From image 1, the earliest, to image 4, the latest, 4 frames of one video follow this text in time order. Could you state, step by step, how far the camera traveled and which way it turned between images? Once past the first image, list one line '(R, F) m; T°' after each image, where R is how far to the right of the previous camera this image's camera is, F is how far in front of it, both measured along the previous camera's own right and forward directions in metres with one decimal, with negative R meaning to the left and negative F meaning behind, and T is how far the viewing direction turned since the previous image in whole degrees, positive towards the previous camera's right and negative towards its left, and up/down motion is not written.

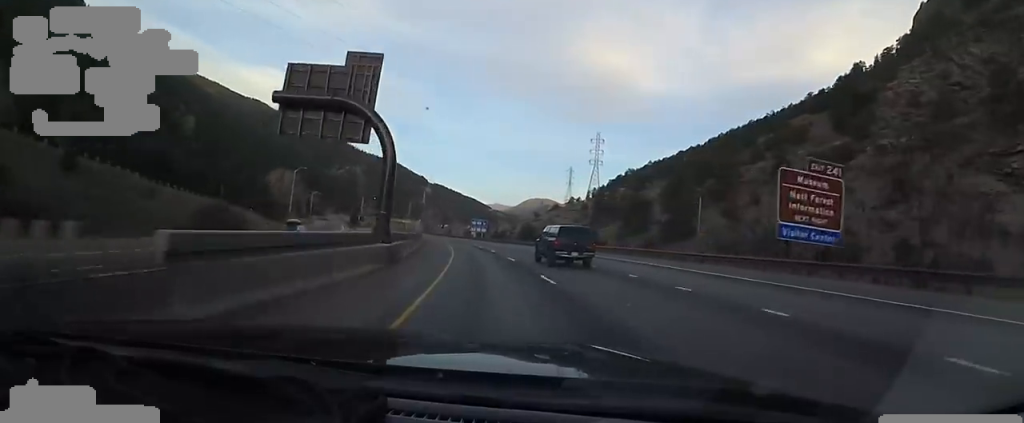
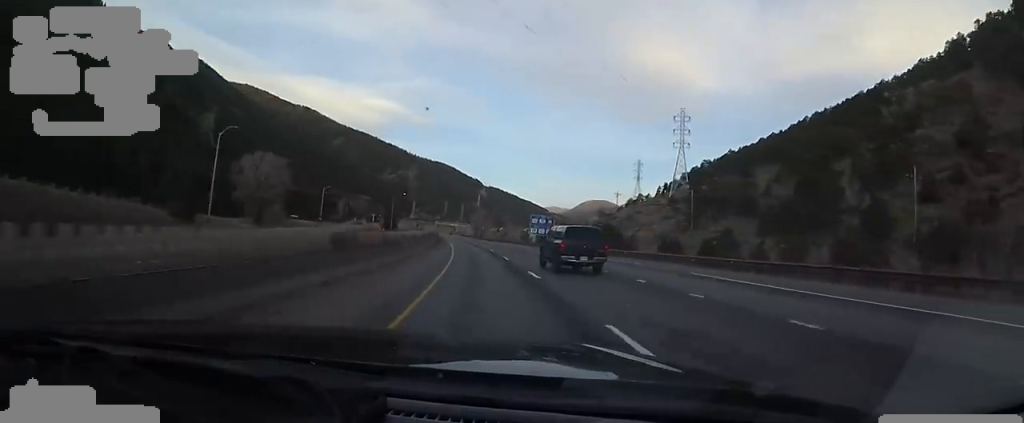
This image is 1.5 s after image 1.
(-3.3, +46.5) m; -5°
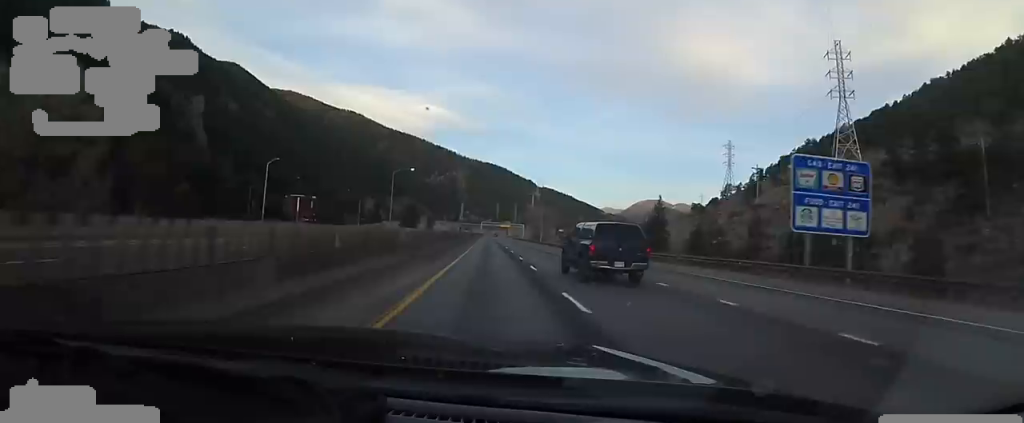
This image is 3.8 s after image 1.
(-3.2, +70.0) m; -8°
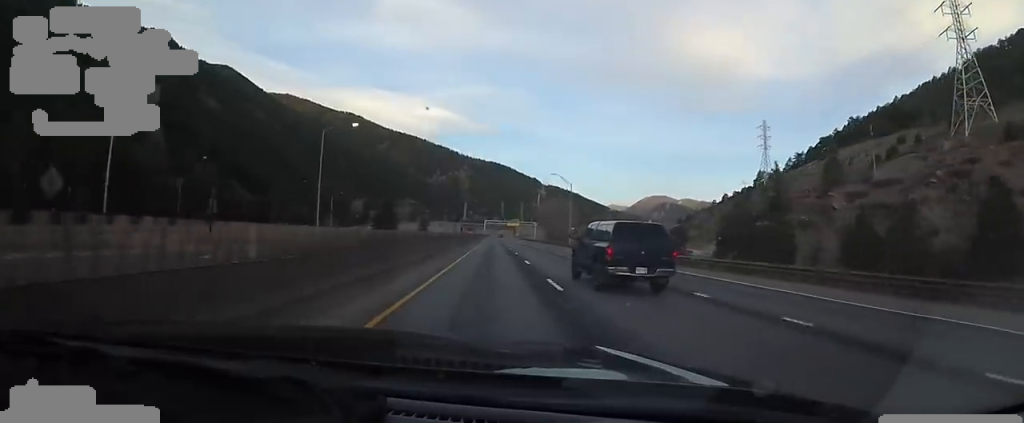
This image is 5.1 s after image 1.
(-1.5, +39.5) m; 0°
